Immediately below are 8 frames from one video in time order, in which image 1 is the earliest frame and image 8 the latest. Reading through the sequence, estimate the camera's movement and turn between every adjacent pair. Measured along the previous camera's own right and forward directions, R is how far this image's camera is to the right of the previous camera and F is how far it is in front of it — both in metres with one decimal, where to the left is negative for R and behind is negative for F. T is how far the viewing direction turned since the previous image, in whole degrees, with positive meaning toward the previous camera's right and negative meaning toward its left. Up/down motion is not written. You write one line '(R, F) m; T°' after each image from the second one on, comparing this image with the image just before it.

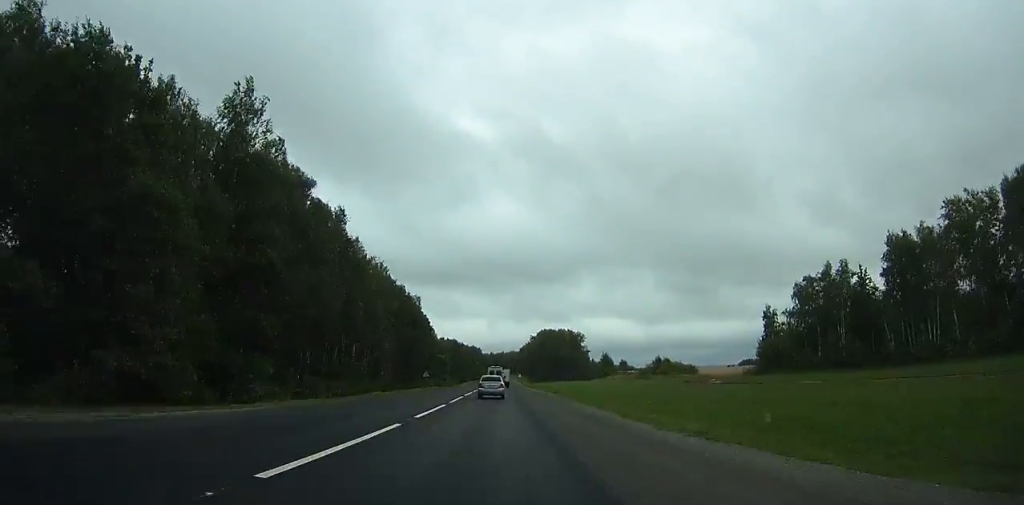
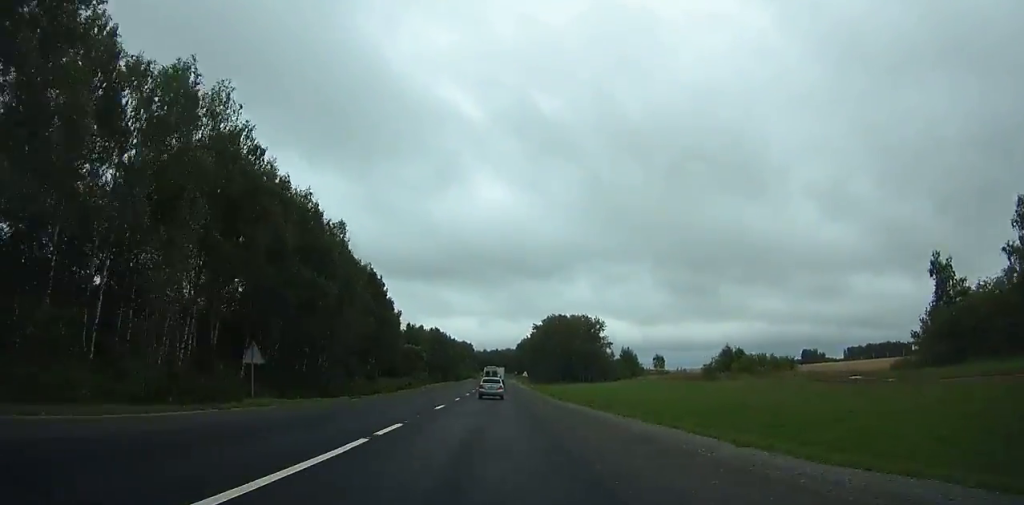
(+0.4, +65.9) m; 0°
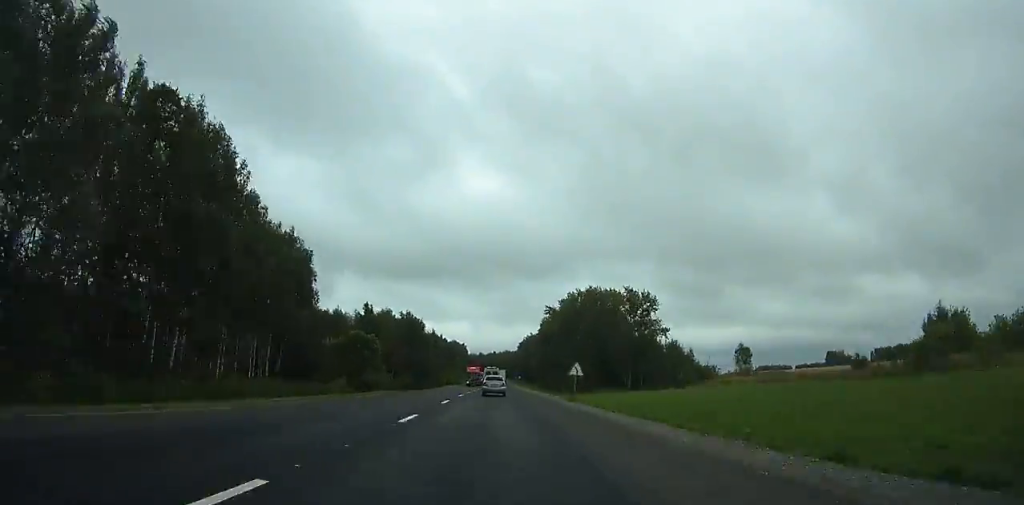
(+0.1, +68.4) m; 0°
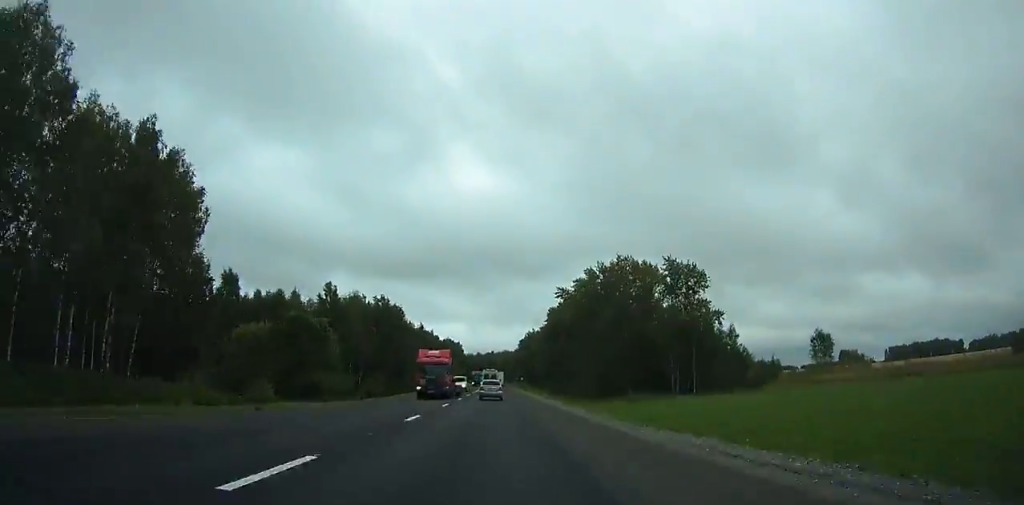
(+0.1, +33.4) m; 0°
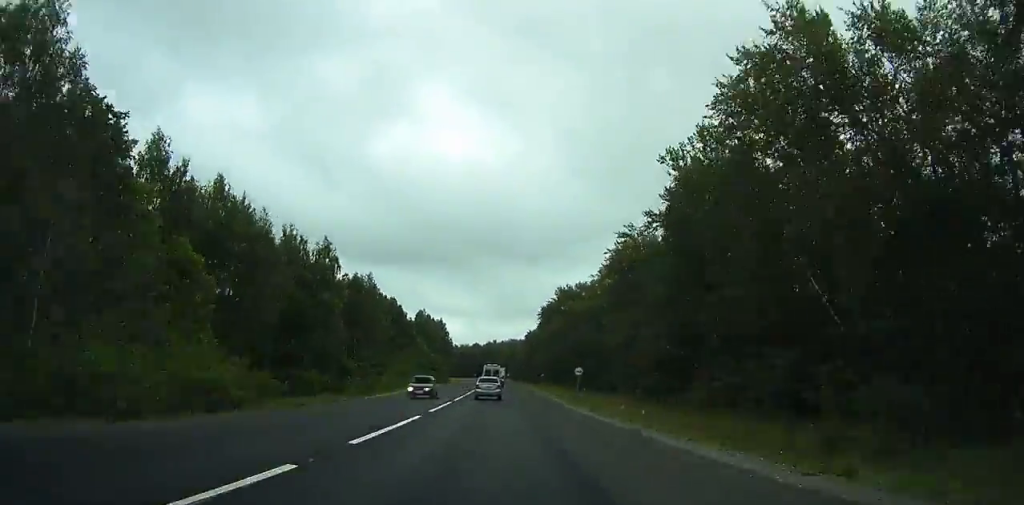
(+0.1, +122.1) m; 0°
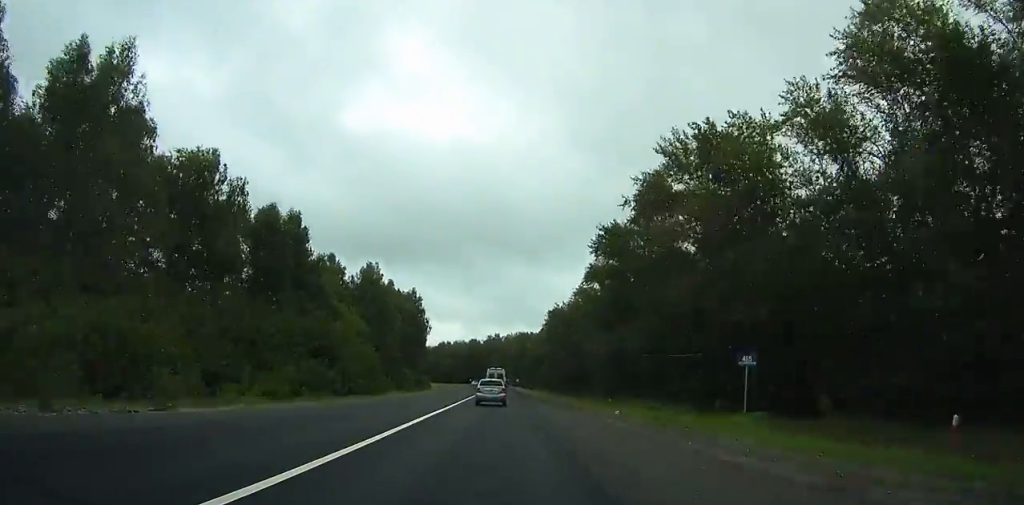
(-0.3, +86.8) m; 0°
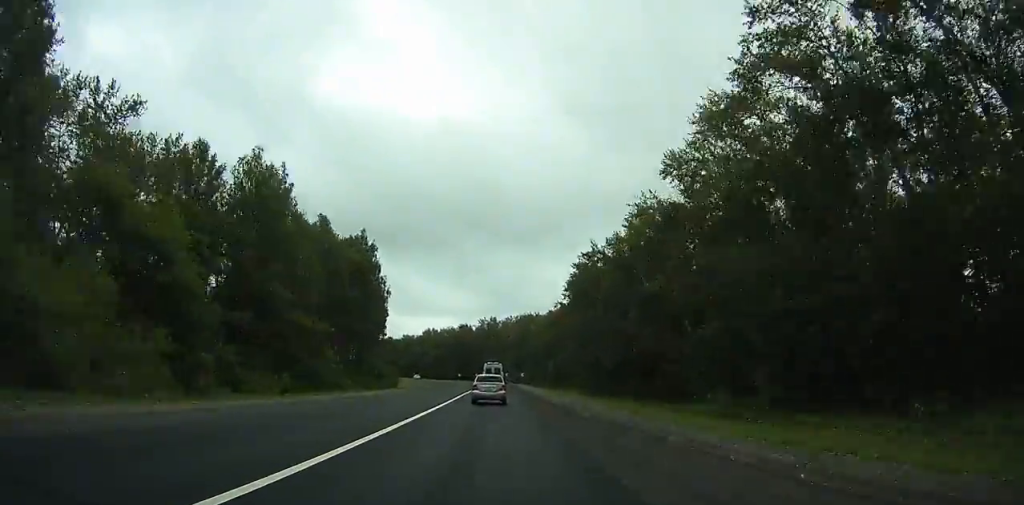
(0.0, +52.8) m; -1°
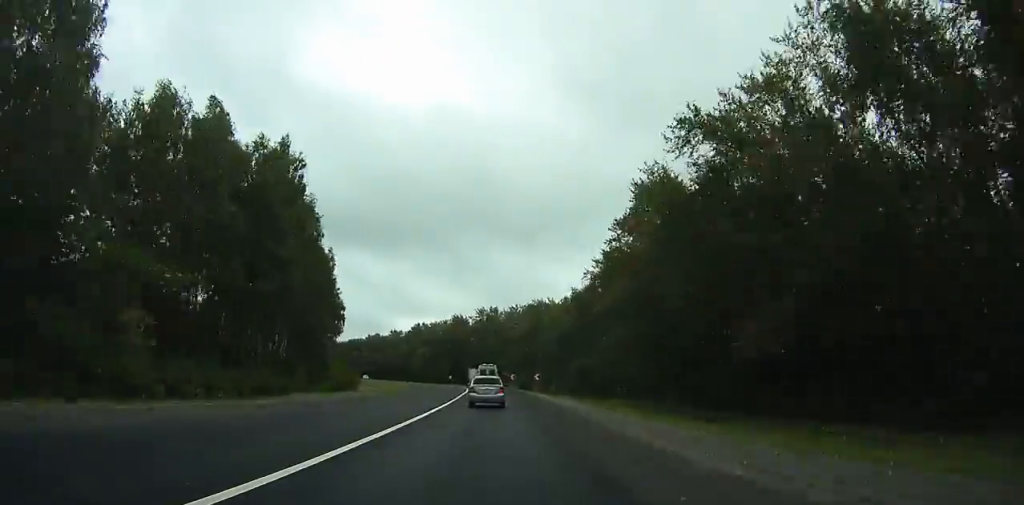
(-0.2, +39.4) m; -1°
